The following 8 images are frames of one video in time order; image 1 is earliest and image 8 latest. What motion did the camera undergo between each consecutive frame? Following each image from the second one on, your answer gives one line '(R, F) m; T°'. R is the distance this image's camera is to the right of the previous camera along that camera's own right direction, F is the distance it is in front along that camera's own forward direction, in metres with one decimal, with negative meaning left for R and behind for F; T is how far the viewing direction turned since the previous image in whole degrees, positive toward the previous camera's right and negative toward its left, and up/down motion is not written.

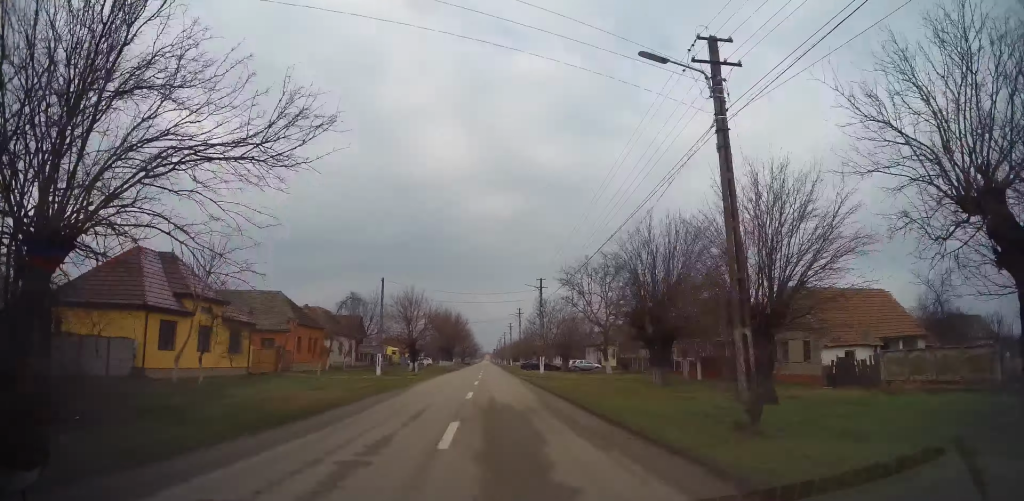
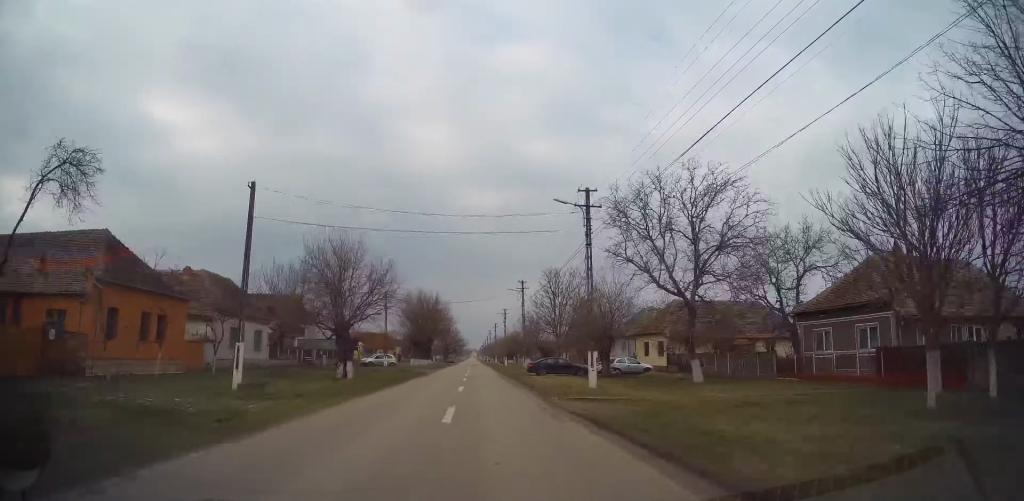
(-0.4, +24.8) m; 0°
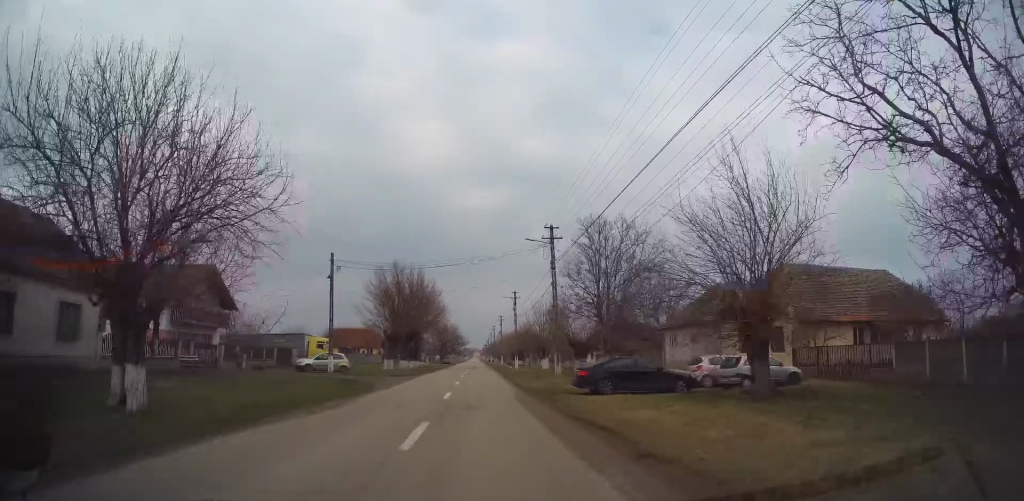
(+0.3, +21.1) m; +1°
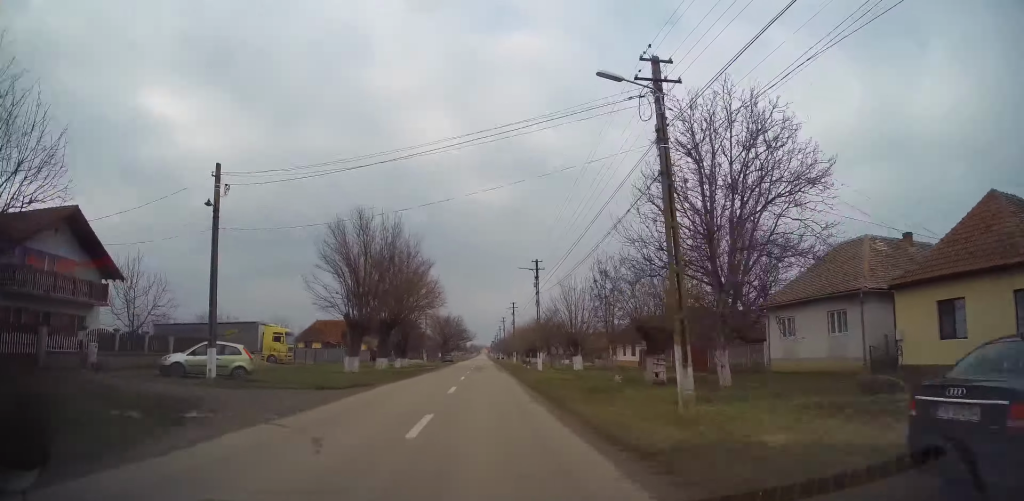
(0.0, +17.0) m; -1°
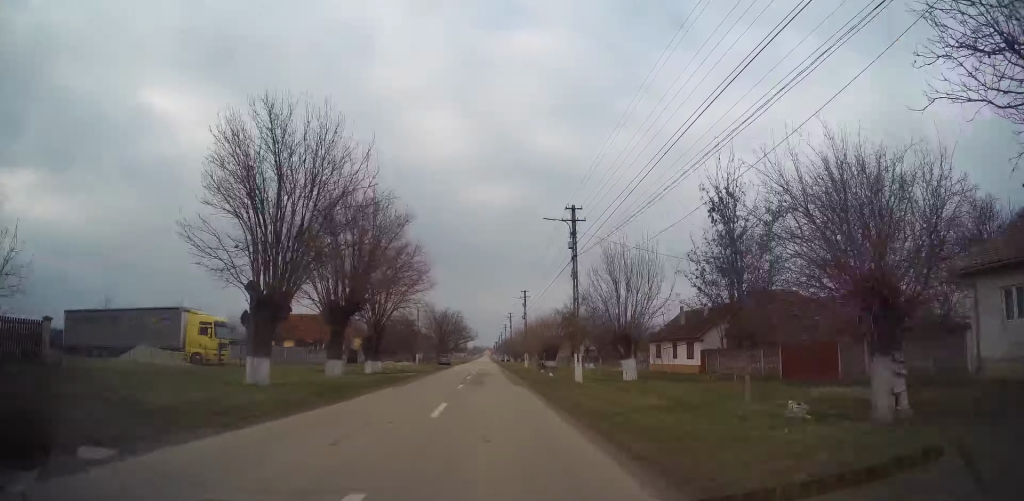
(-0.2, +15.3) m; 0°
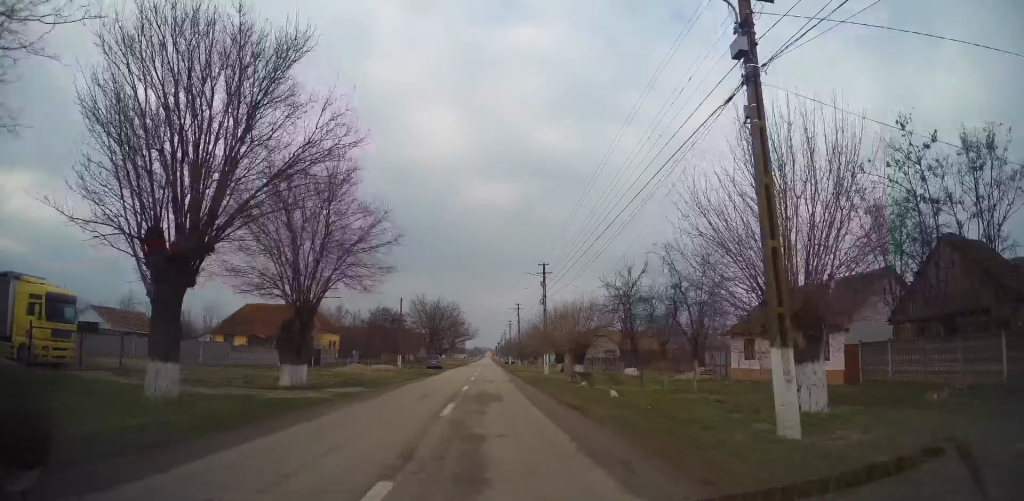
(+0.3, +17.4) m; -1°
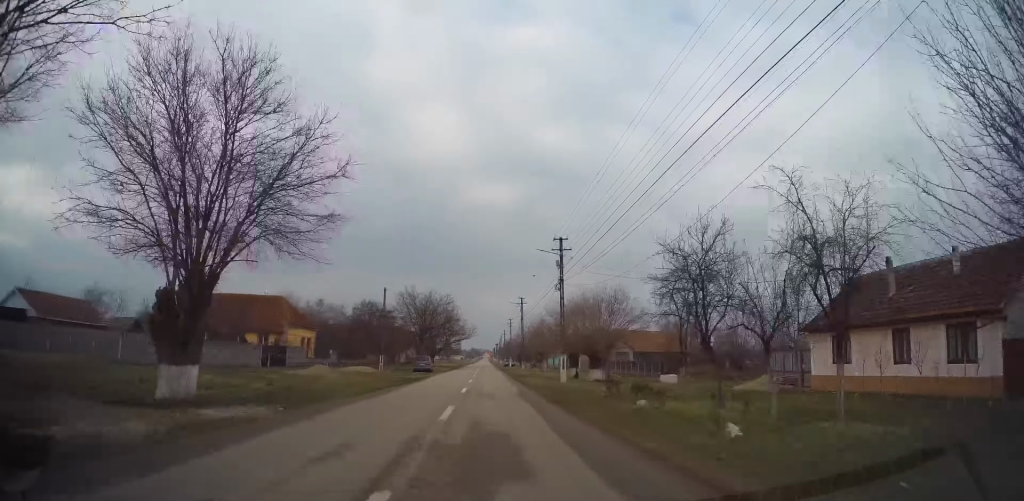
(-0.3, +9.2) m; 0°
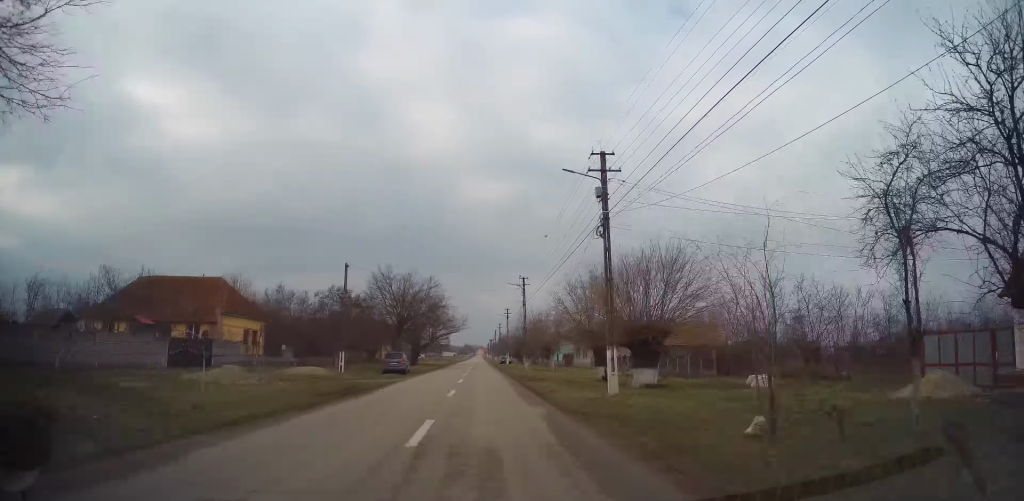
(-0.1, +12.4) m; +1°
